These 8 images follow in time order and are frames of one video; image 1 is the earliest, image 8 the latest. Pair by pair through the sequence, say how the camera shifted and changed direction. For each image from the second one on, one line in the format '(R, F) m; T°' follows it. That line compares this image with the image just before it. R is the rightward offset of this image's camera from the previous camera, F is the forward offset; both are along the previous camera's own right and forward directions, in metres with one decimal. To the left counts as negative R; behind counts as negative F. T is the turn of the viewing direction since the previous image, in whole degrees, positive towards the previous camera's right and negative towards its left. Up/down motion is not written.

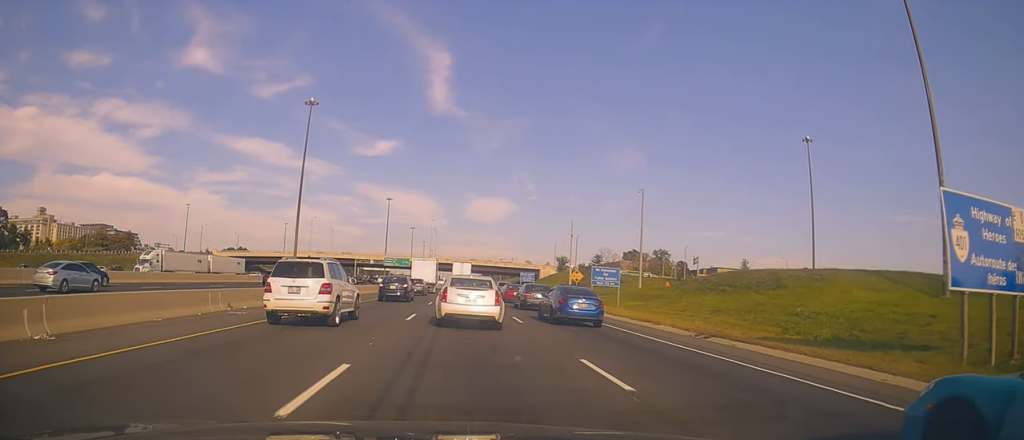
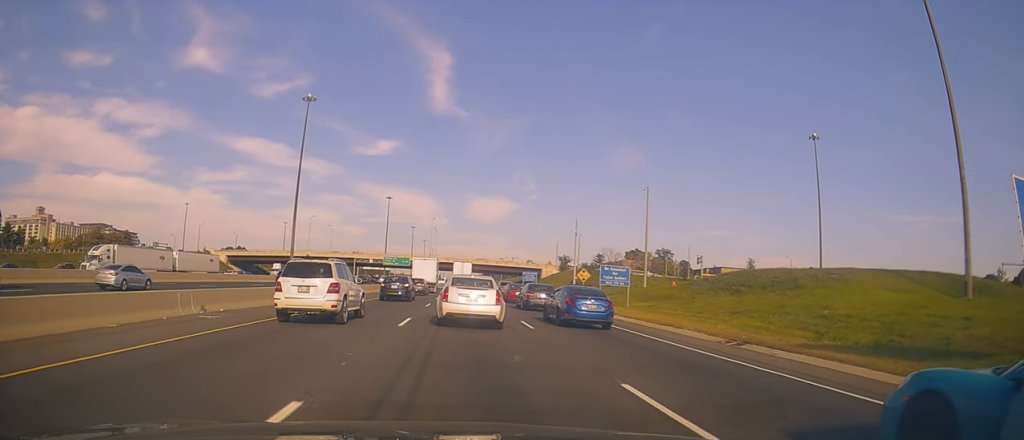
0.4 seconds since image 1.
(+0.1, +2.7) m; 0°
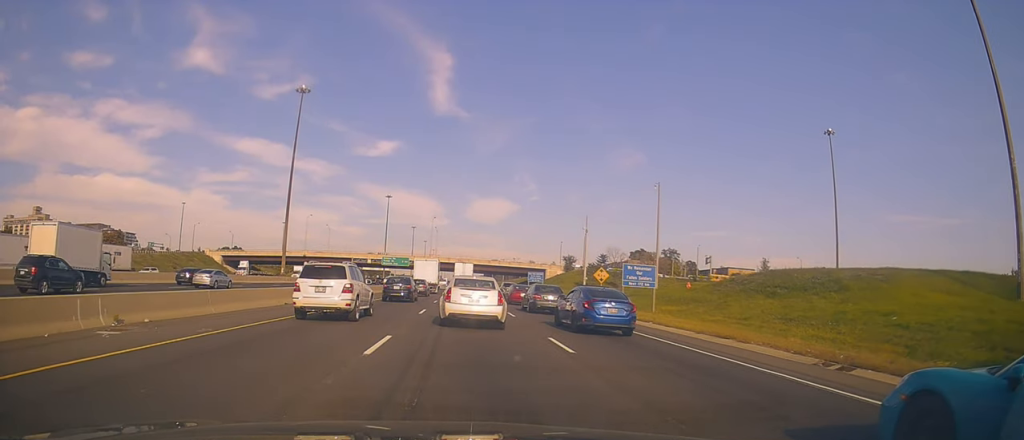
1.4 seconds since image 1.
(0.0, +6.1) m; +1°
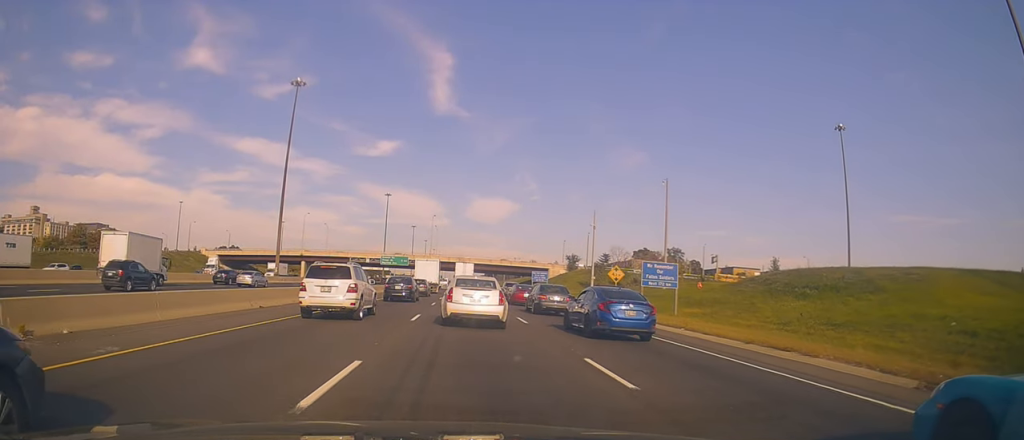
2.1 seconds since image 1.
(0.0, +4.1) m; +1°
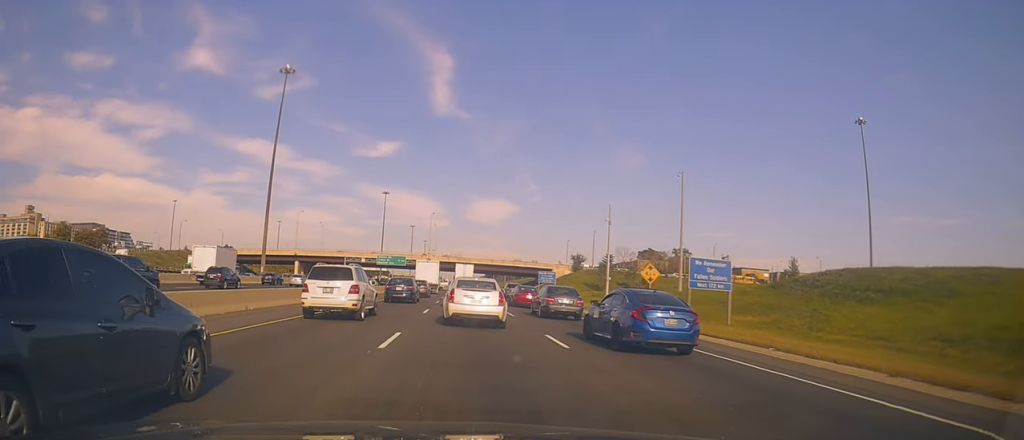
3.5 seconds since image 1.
(0.0, +7.3) m; 0°
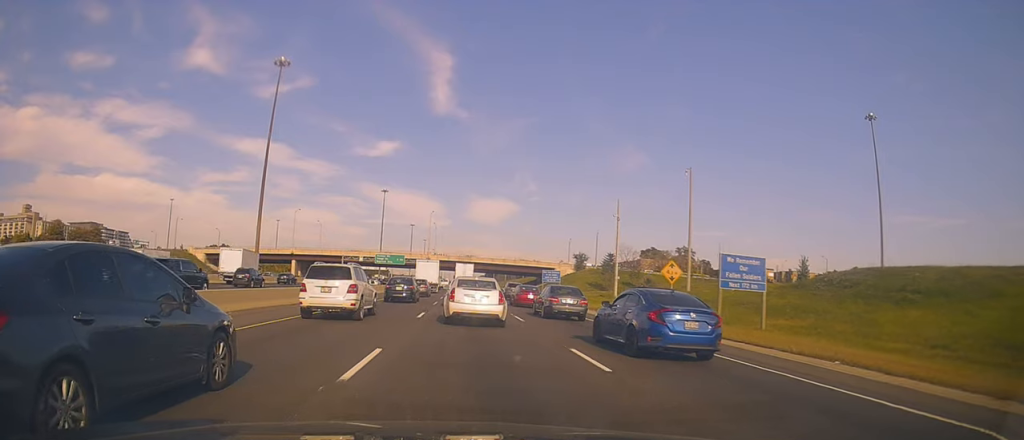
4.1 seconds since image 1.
(-0.2, +3.3) m; +1°
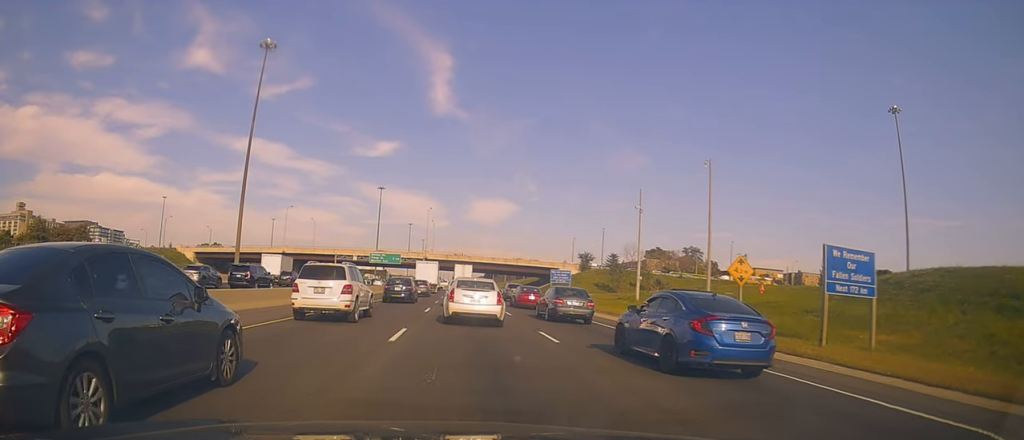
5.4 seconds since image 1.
(+0.4, +7.4) m; -2°
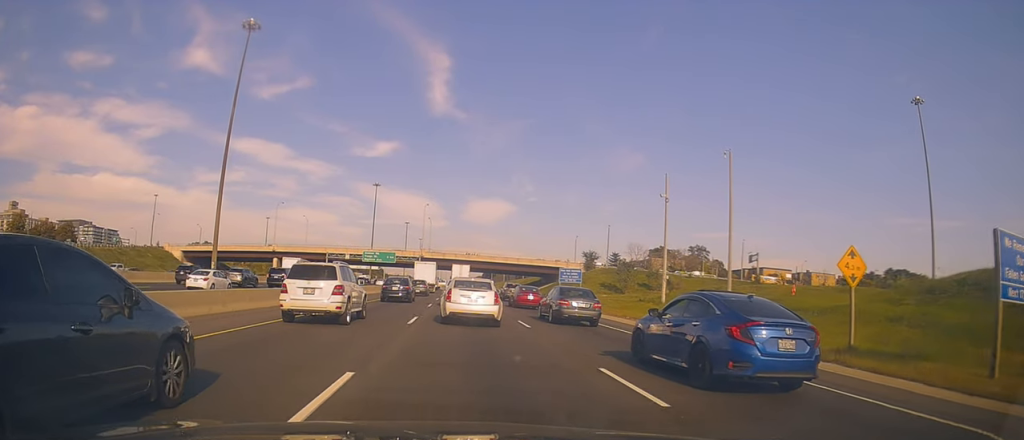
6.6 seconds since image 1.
(-0.4, +6.7) m; -3°
